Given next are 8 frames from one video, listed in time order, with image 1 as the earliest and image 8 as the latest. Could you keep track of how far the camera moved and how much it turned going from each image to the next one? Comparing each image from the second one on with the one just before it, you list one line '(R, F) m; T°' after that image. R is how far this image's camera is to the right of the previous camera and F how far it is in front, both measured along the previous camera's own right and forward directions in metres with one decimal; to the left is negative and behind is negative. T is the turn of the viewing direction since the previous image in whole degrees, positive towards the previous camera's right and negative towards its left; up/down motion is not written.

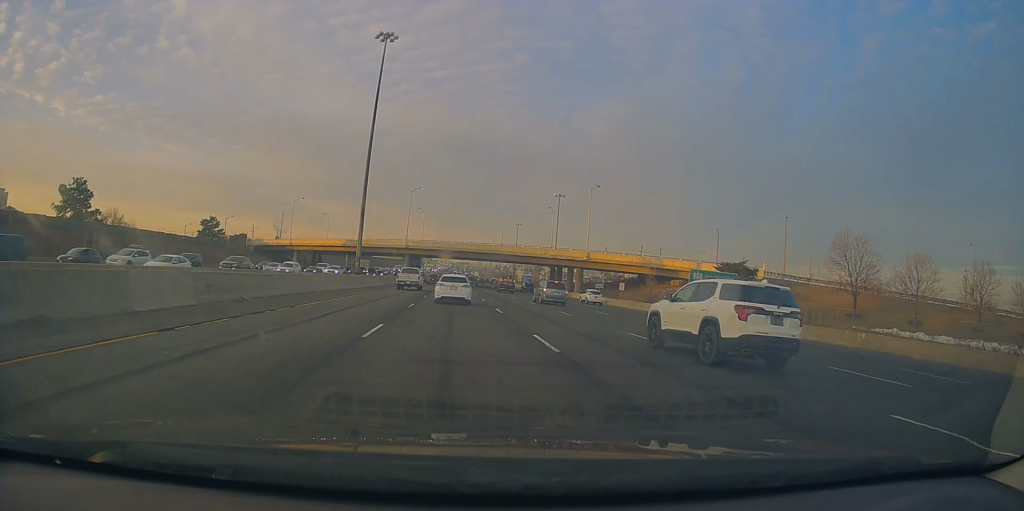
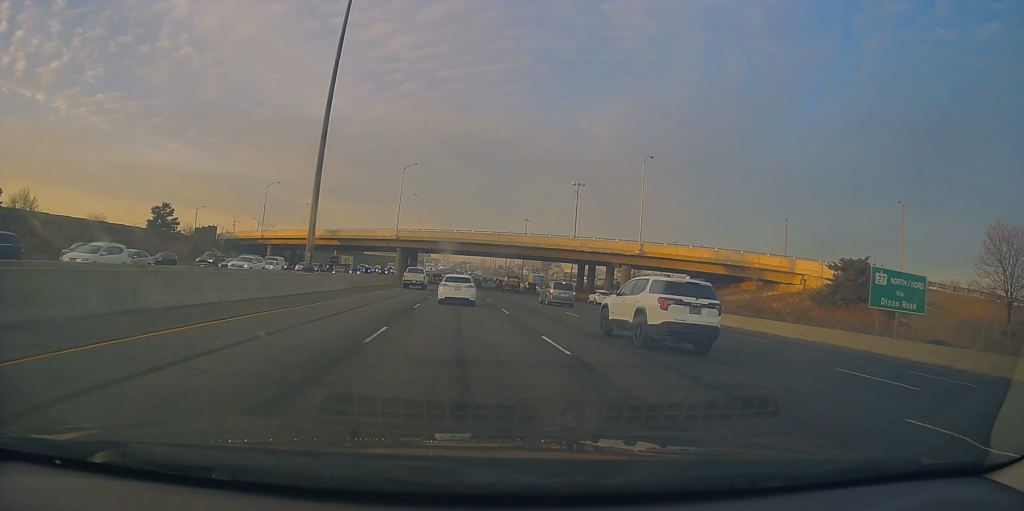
(-0.3, +23.9) m; 0°
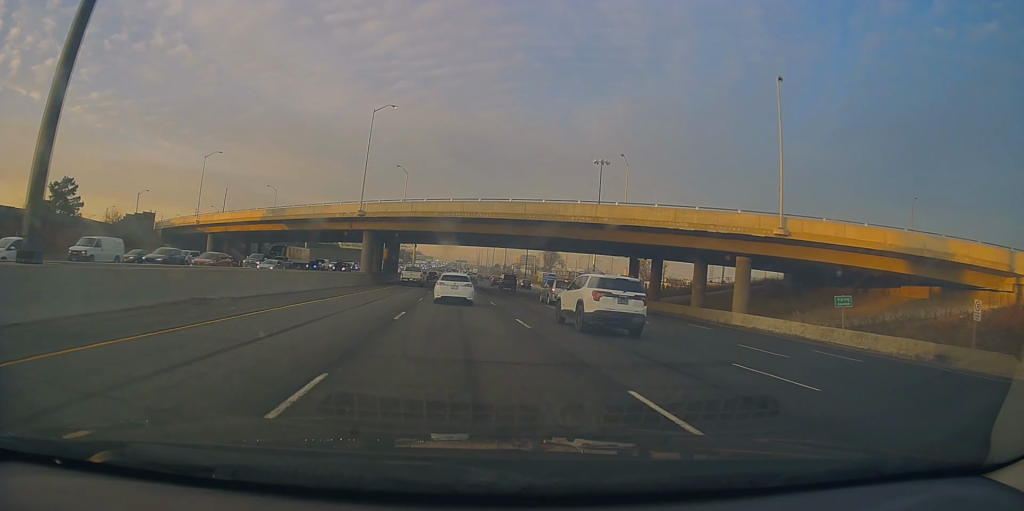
(+0.3, +30.4) m; 0°
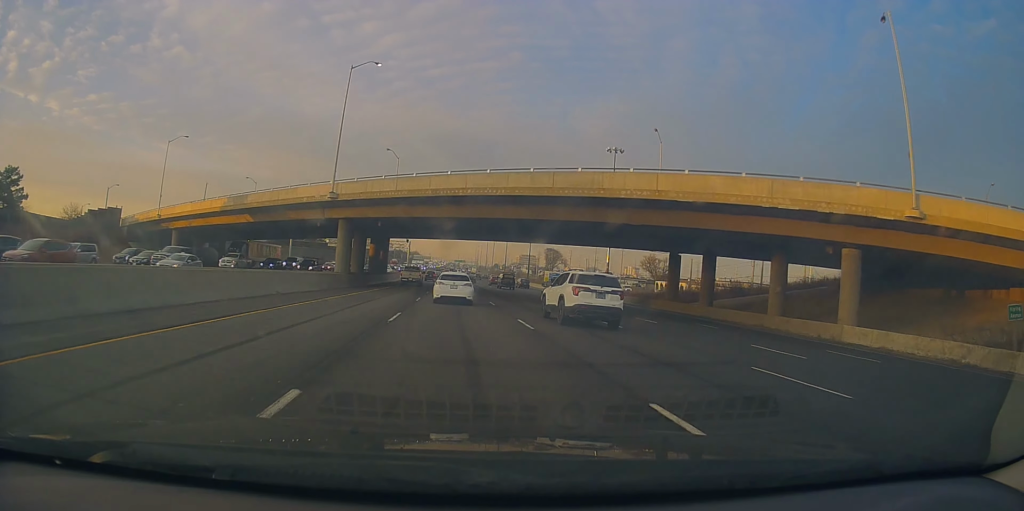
(-0.2, +12.8) m; 0°
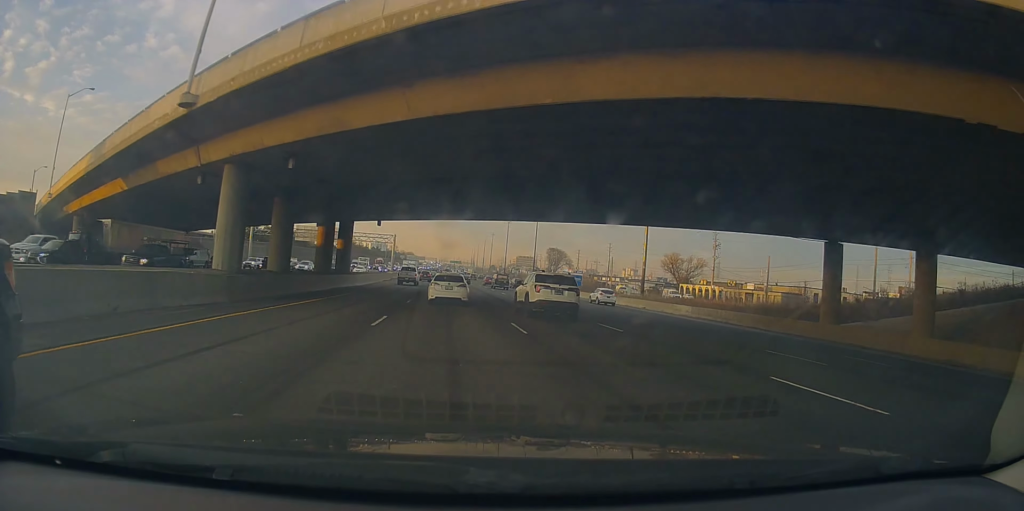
(0.0, +25.3) m; 0°
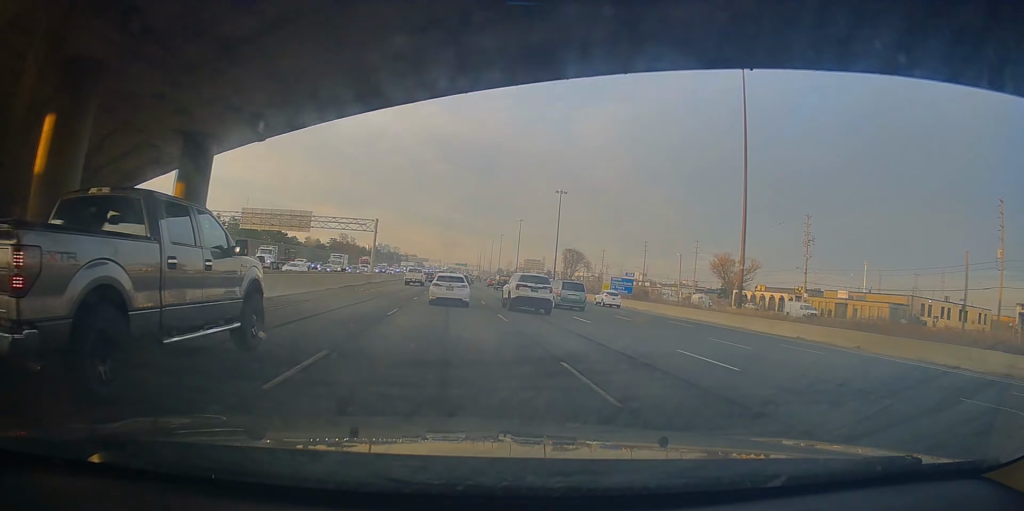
(+0.2, +32.0) m; 0°
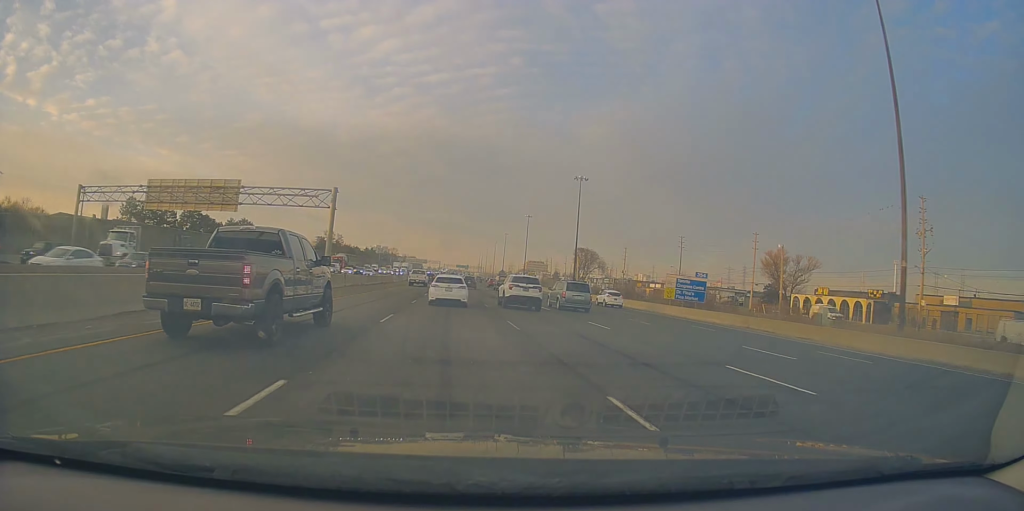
(-0.2, +26.5) m; 0°
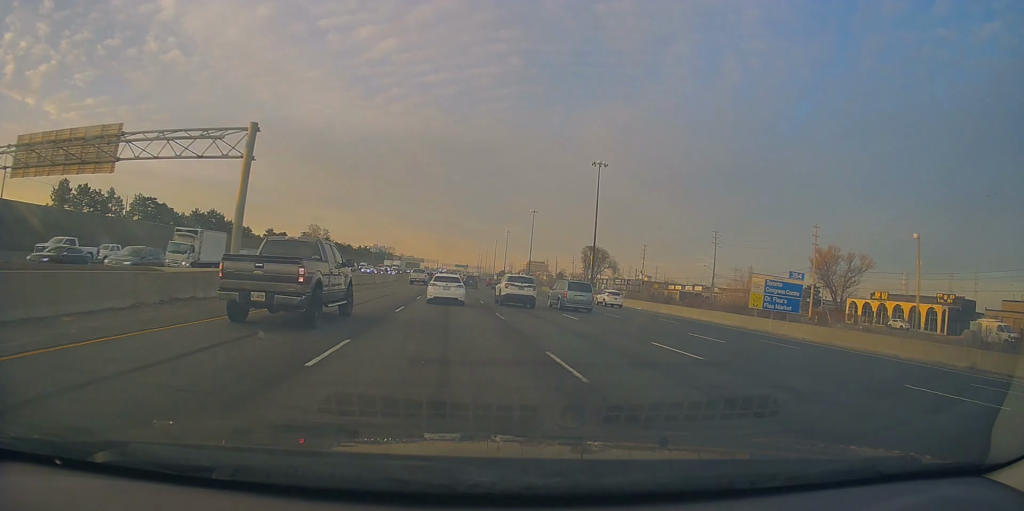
(+0.1, +19.3) m; 0°
